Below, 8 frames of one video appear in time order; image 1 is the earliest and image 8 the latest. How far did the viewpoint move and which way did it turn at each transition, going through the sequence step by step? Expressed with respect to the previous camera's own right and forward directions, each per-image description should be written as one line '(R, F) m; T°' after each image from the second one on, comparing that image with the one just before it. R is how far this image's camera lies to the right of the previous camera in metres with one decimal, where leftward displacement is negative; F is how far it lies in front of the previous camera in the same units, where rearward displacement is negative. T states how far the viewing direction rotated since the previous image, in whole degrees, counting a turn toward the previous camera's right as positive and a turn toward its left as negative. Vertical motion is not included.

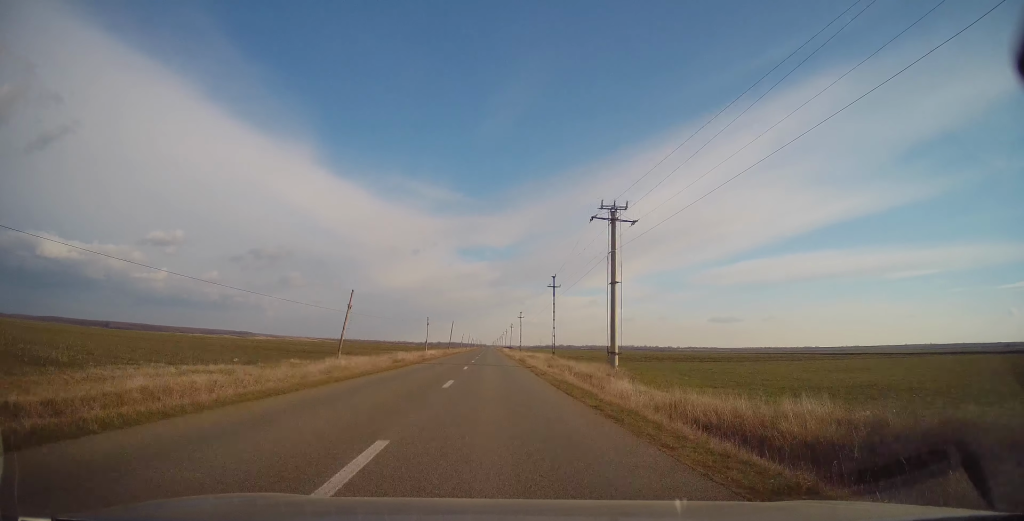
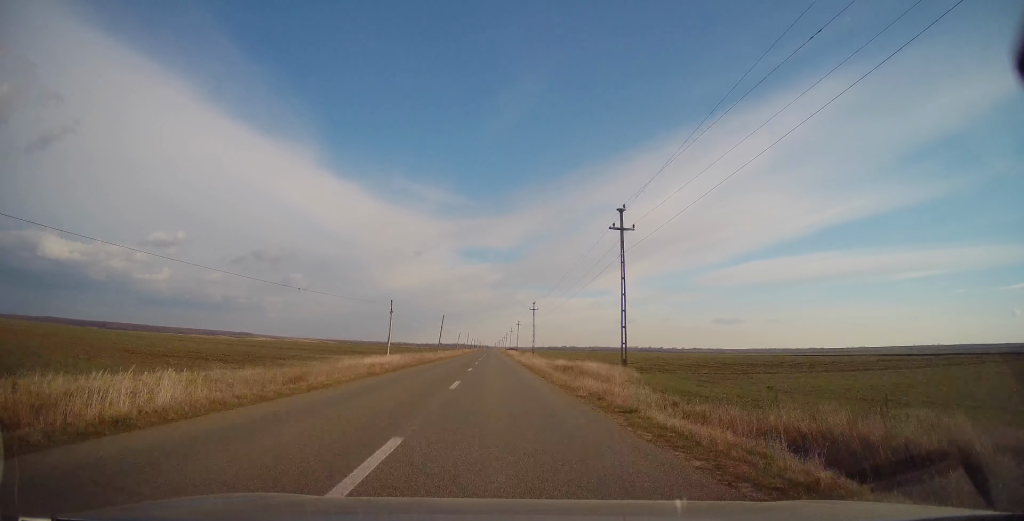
(+0.3, +35.0) m; 0°
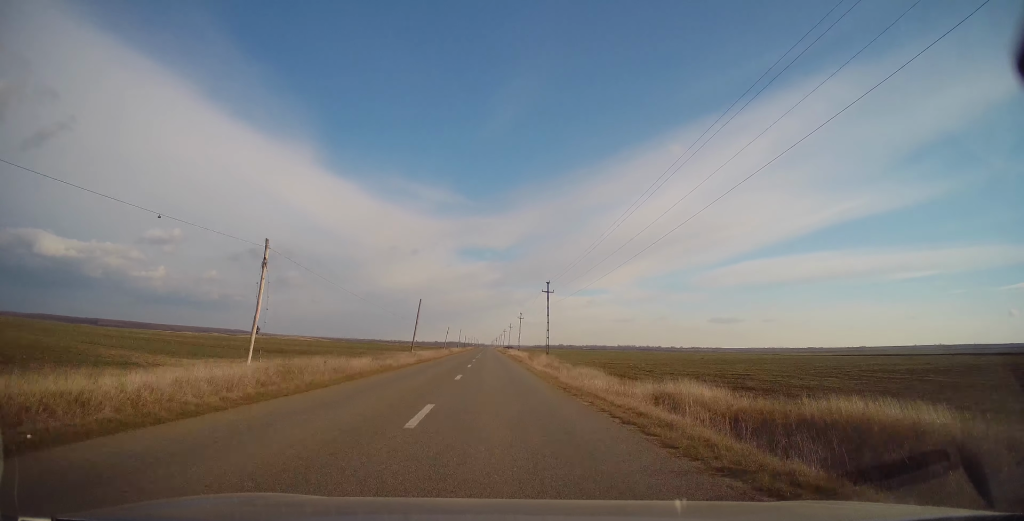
(-0.4, +30.4) m; -1°
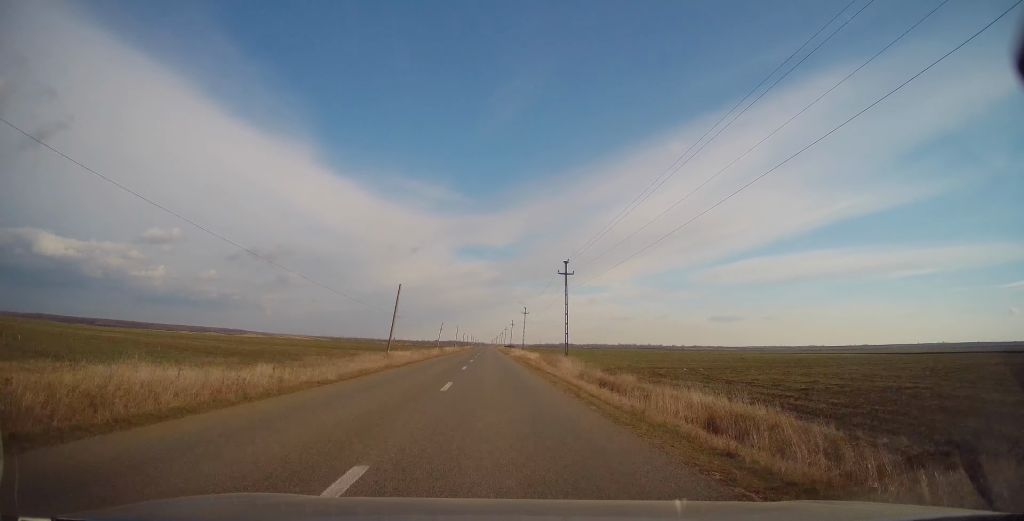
(0.0, +17.3) m; 0°
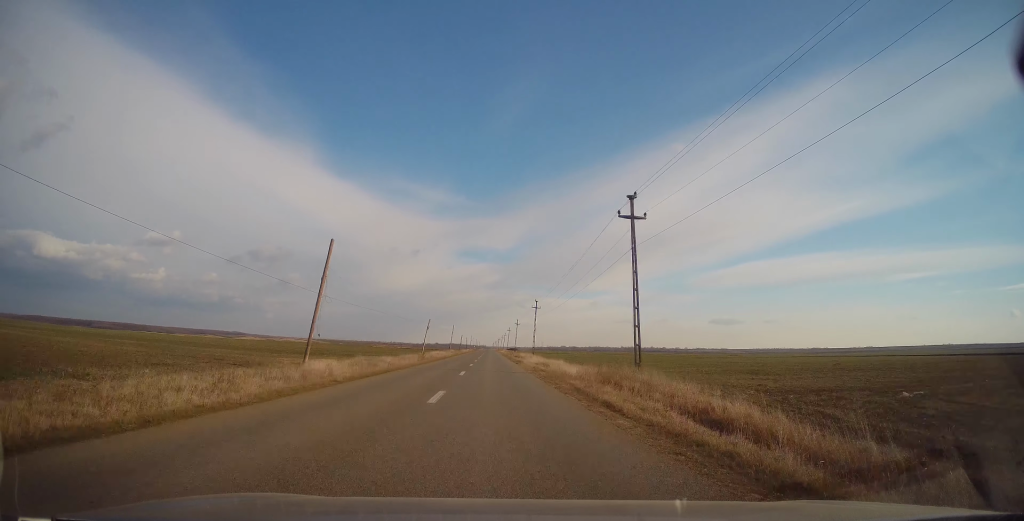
(0.0, +25.5) m; 0°
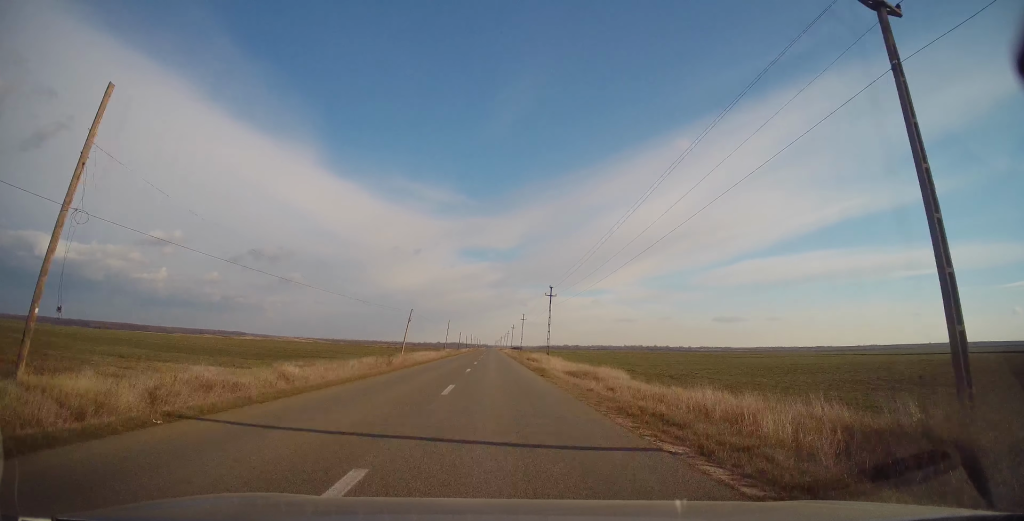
(0.0, +20.4) m; 0°
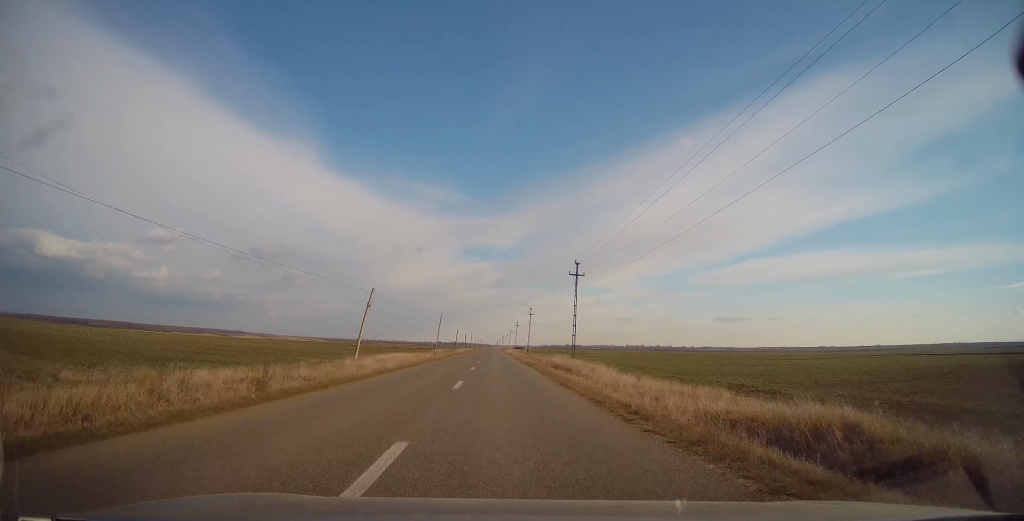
(+0.4, +21.5) m; -1°
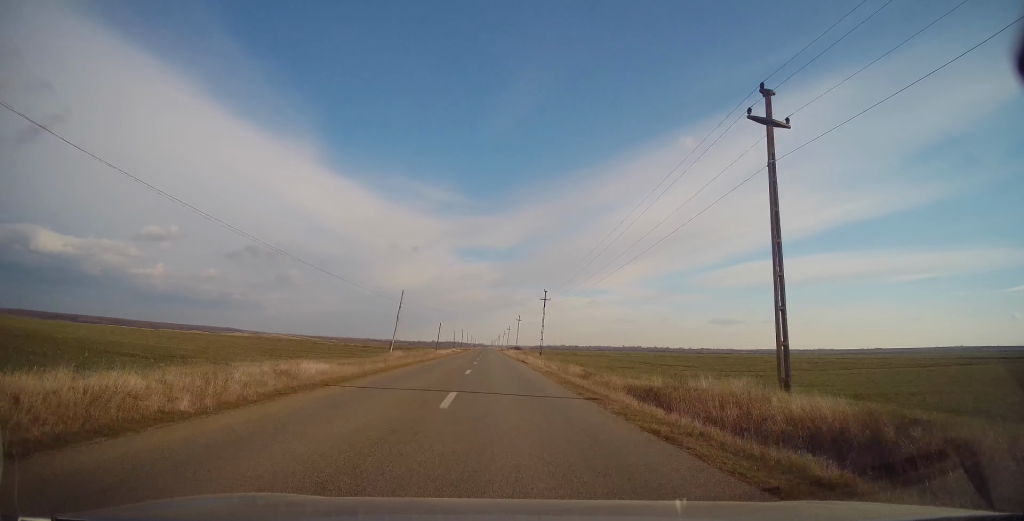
(-0.6, +37.3) m; 0°
